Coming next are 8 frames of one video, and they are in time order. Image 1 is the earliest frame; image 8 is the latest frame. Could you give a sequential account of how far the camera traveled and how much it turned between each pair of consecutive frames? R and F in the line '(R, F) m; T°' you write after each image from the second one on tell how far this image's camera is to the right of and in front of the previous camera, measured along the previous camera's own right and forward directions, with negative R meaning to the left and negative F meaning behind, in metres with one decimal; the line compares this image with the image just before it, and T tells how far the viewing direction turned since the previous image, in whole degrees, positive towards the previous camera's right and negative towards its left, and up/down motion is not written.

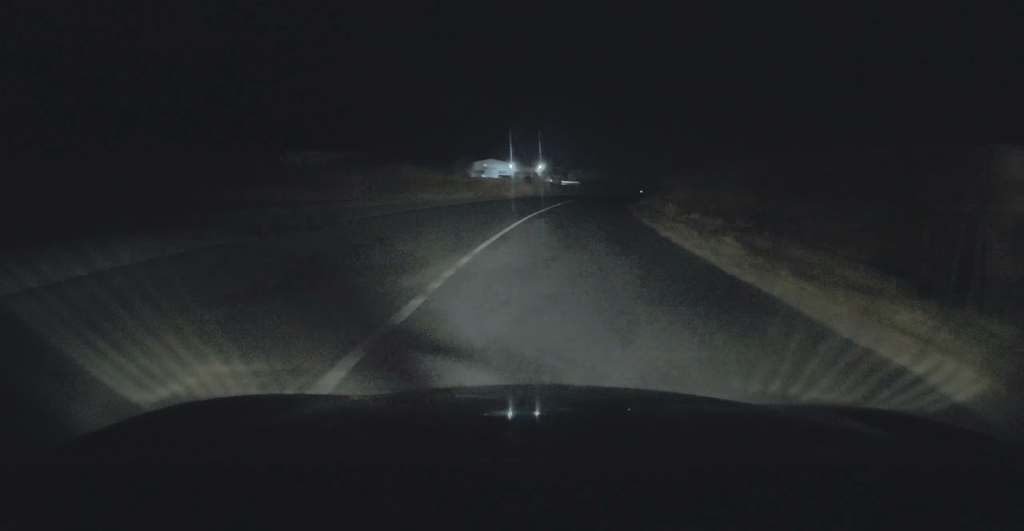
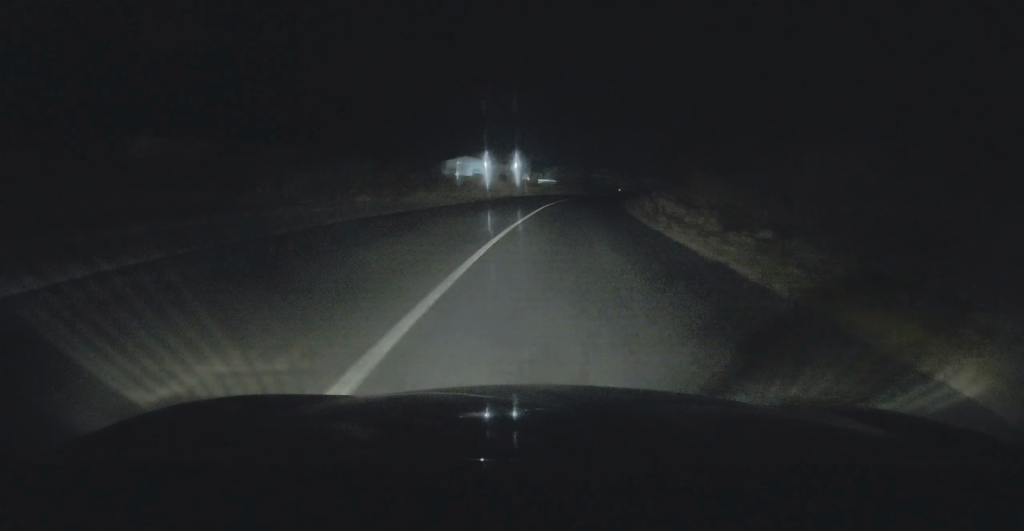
(+0.2, +9.4) m; +2°
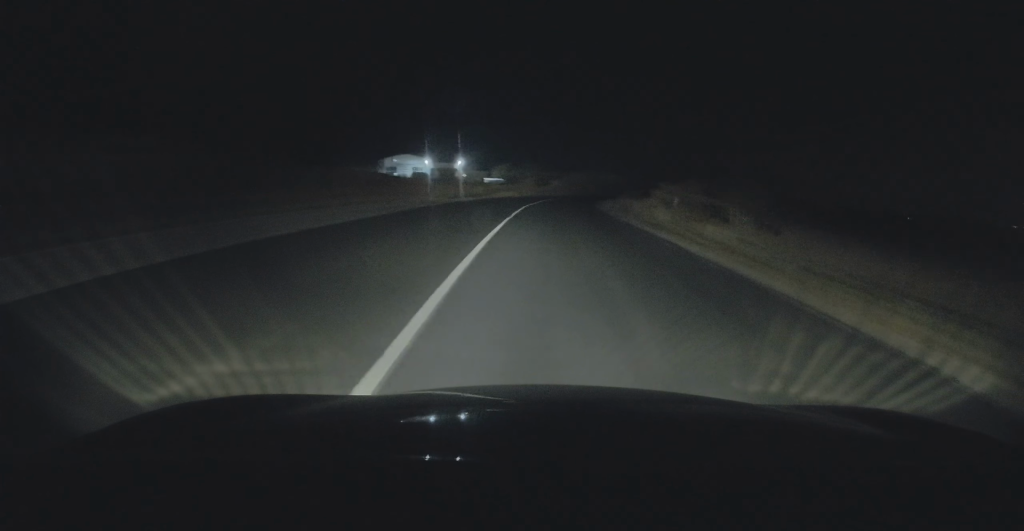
(+0.9, +22.3) m; +4°
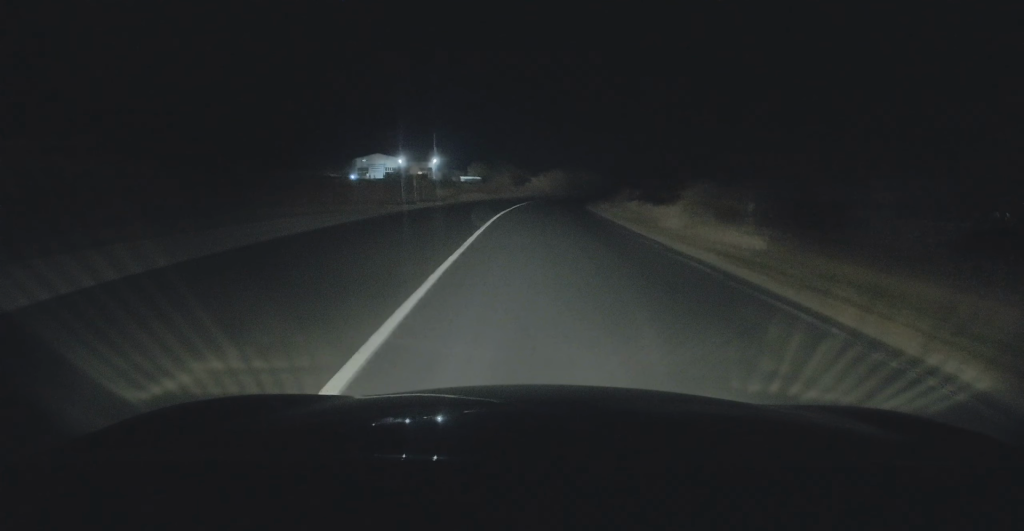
(+0.2, +12.3) m; +2°
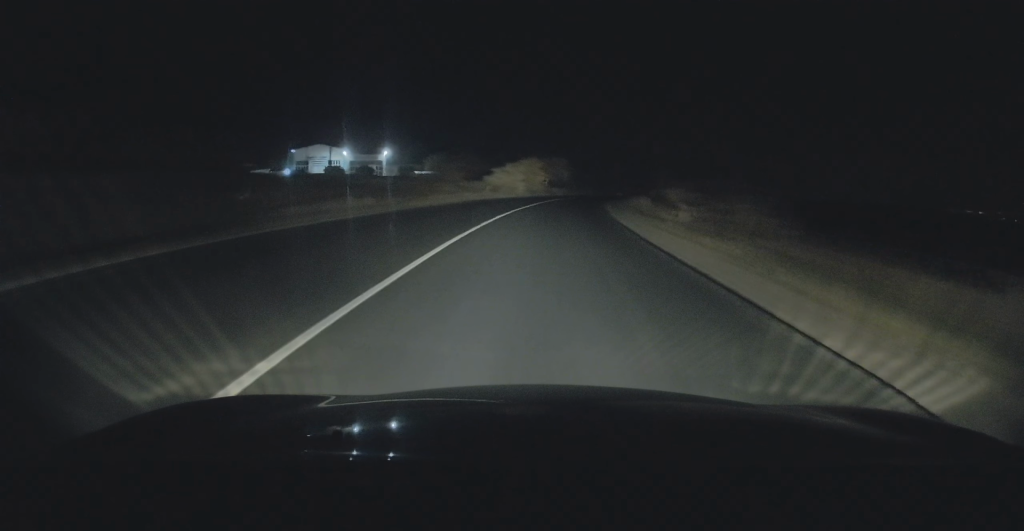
(+1.7, +34.0) m; +5°
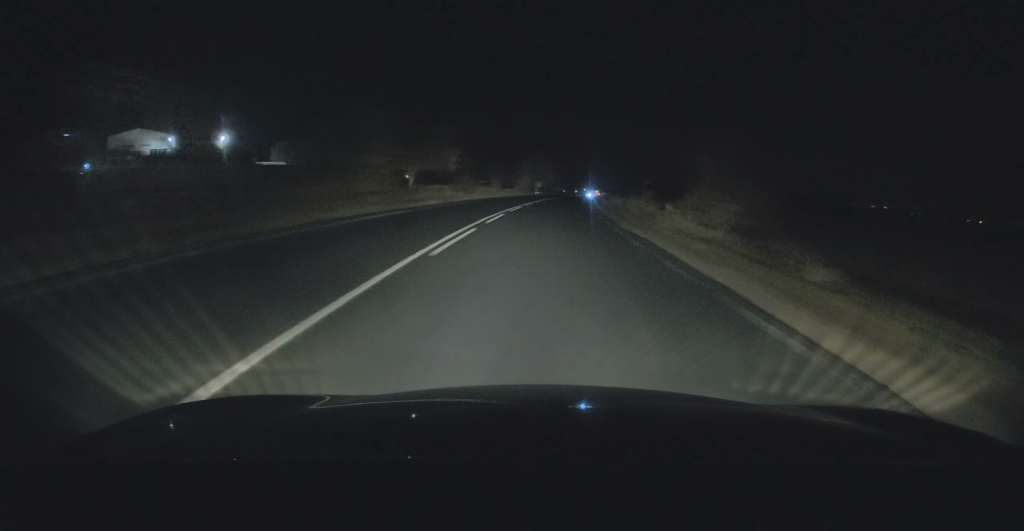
(+2.7, +50.8) m; +7°
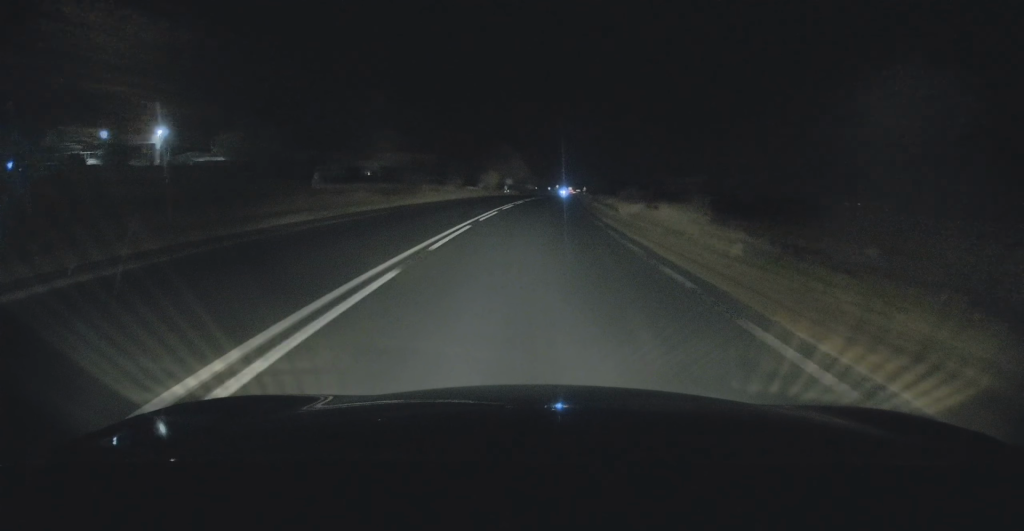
(+0.5, +16.7) m; +2°
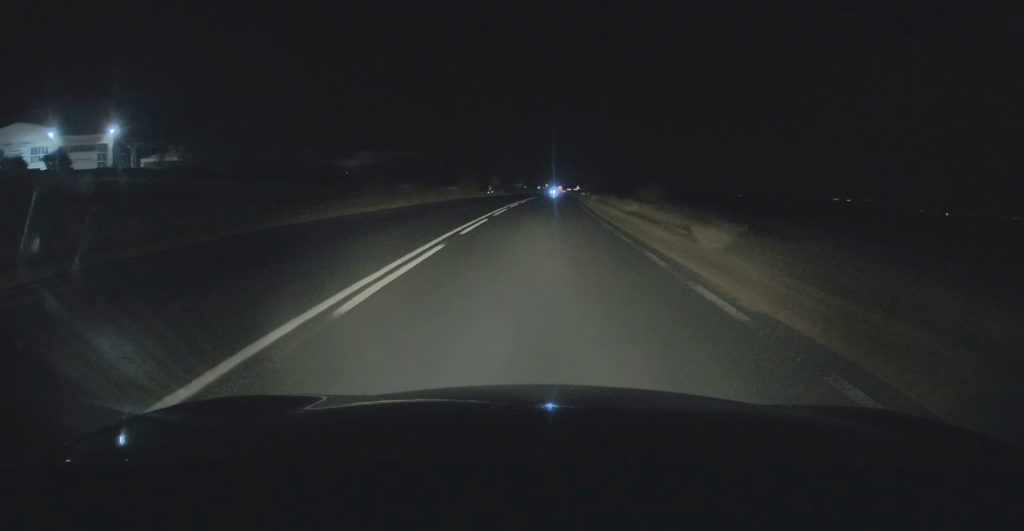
(+0.3, +13.8) m; +2°
